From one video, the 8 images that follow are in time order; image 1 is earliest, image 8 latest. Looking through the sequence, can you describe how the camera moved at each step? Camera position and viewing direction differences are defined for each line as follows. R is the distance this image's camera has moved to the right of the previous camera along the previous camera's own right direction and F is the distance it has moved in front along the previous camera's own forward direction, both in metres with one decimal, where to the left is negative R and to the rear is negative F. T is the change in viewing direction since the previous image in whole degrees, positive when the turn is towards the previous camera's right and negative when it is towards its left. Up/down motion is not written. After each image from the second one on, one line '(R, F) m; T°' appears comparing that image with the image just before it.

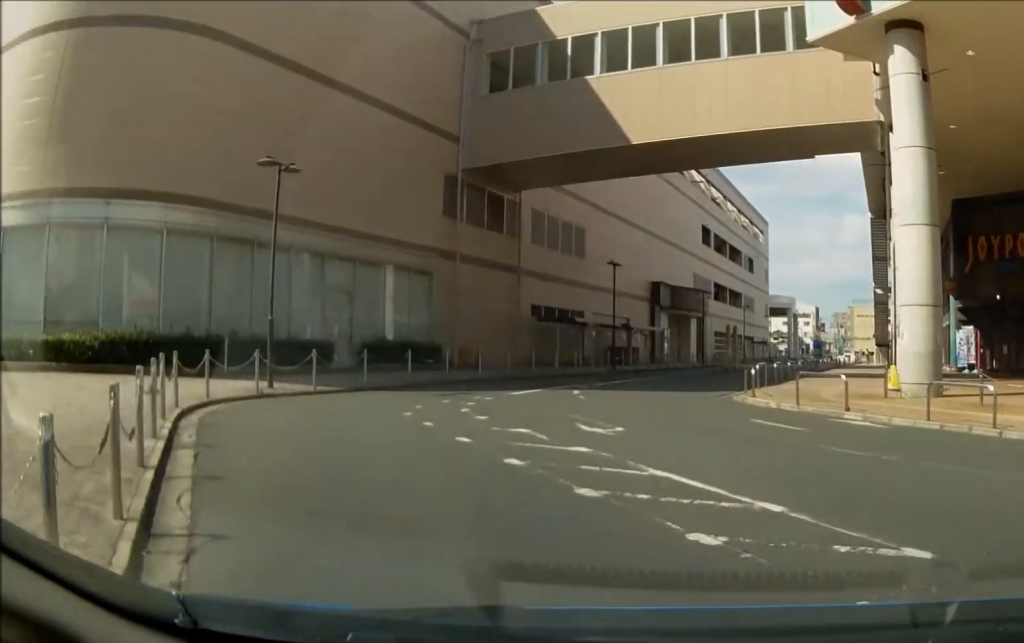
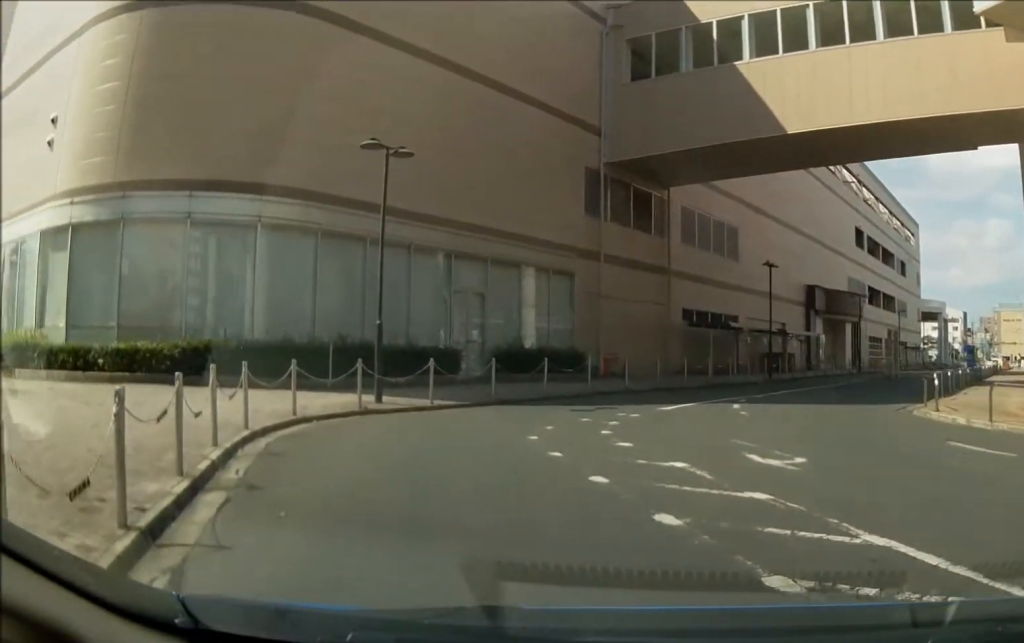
(-0.1, +2.1) m; -7°
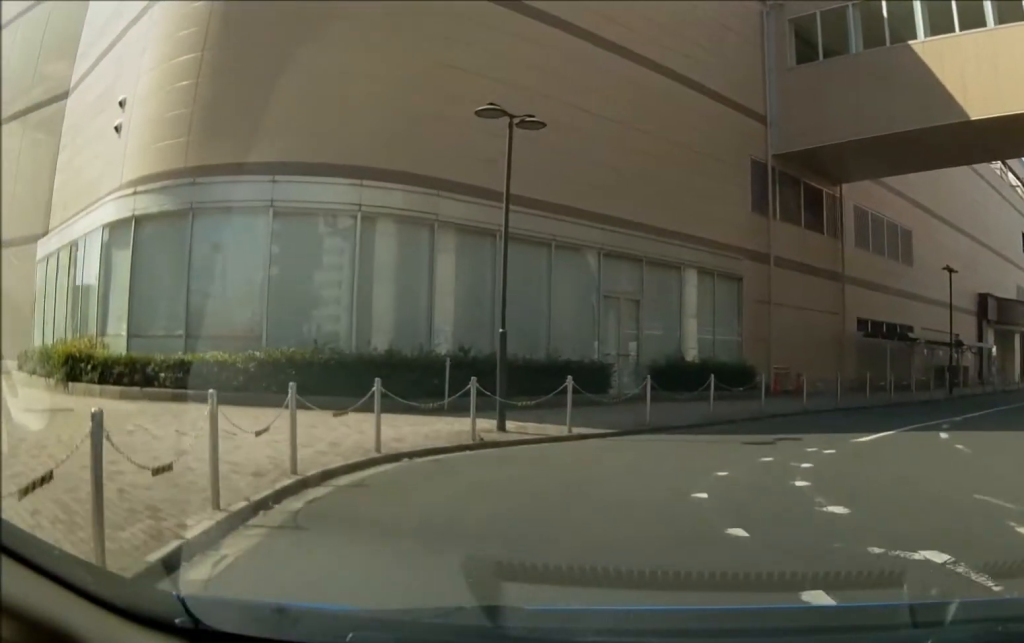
(-0.6, +2.9) m; -6°
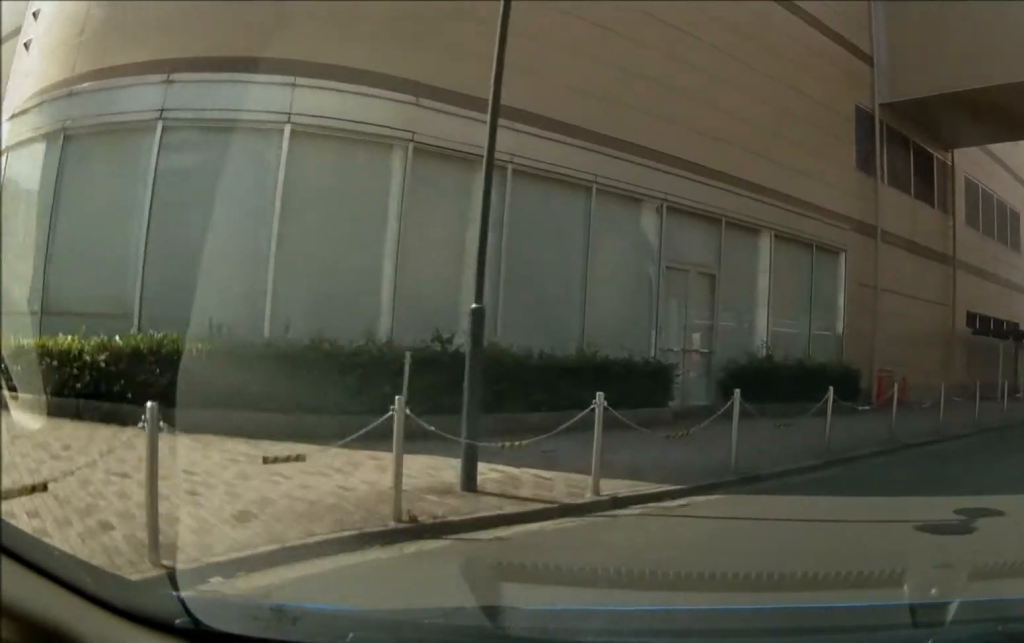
(+0.2, +5.8) m; 0°
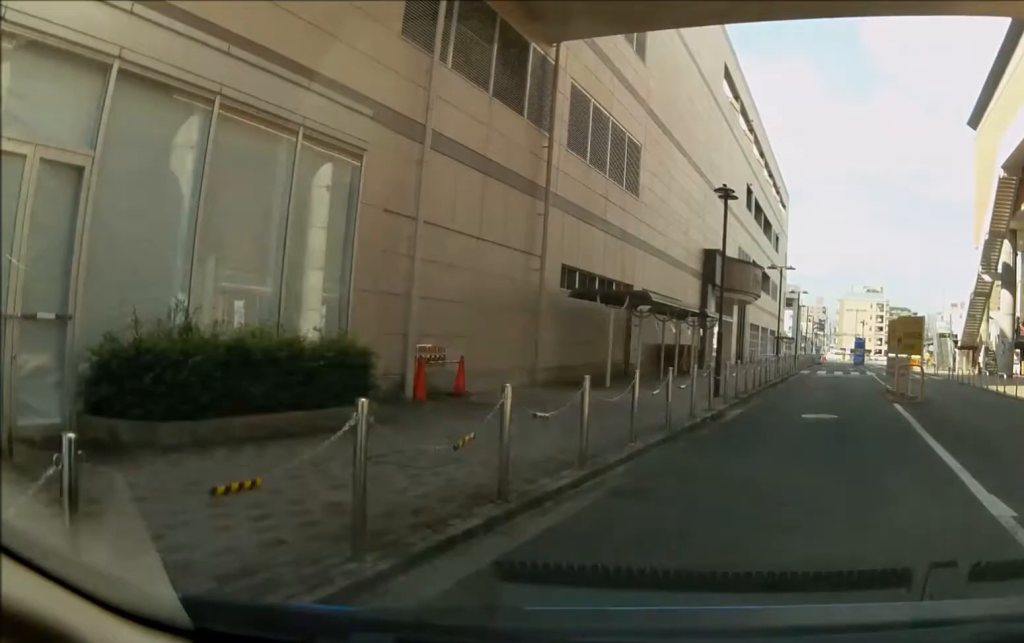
(+0.4, +8.0) m; +10°
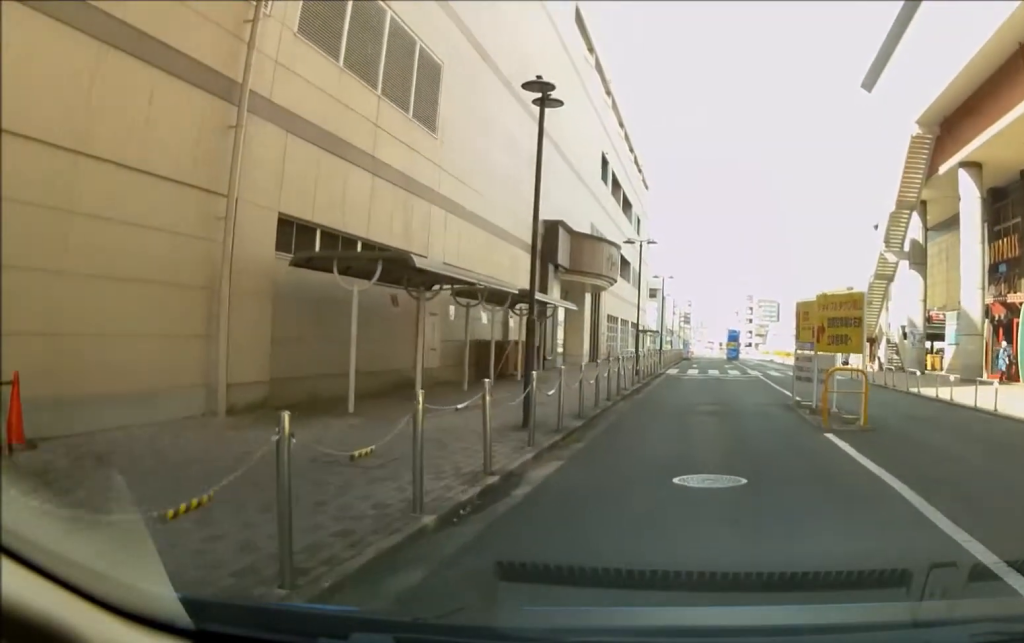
(+0.9, +8.1) m; +12°
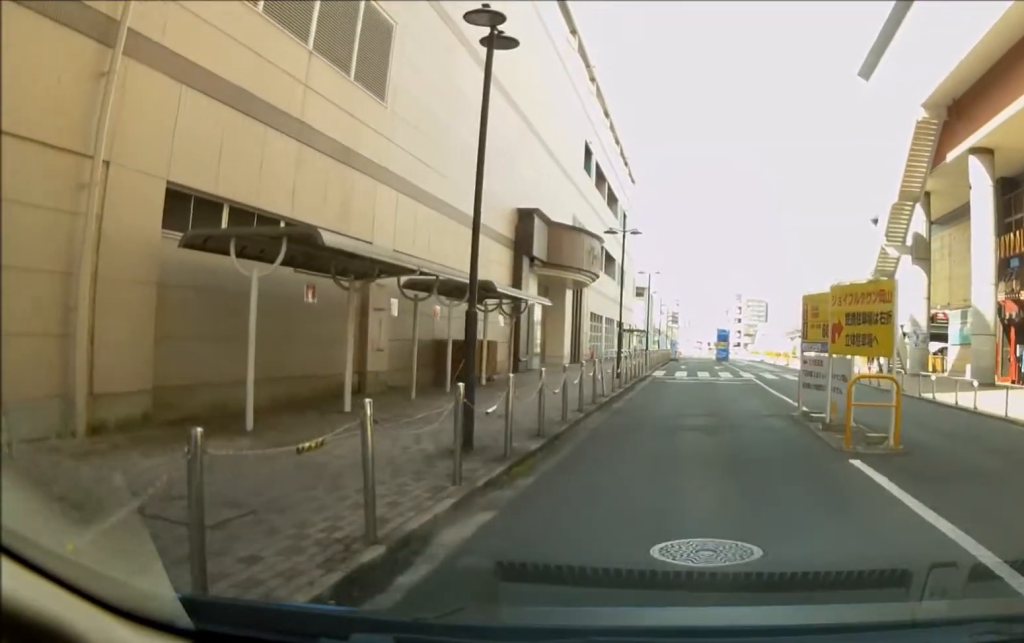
(+0.2, +2.7) m; +2°
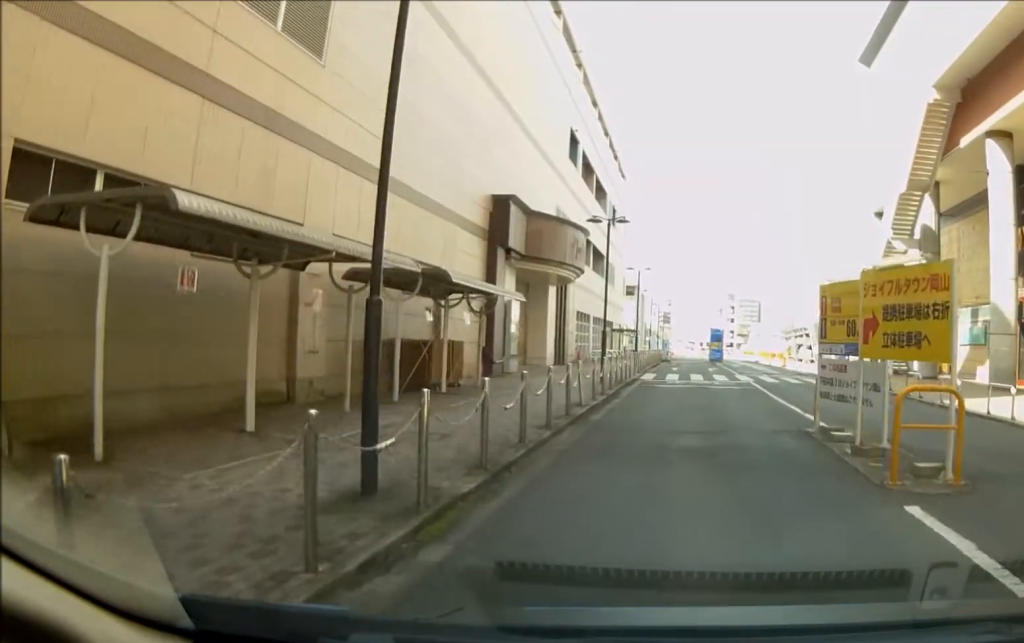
(0.0, +2.8) m; -3°
